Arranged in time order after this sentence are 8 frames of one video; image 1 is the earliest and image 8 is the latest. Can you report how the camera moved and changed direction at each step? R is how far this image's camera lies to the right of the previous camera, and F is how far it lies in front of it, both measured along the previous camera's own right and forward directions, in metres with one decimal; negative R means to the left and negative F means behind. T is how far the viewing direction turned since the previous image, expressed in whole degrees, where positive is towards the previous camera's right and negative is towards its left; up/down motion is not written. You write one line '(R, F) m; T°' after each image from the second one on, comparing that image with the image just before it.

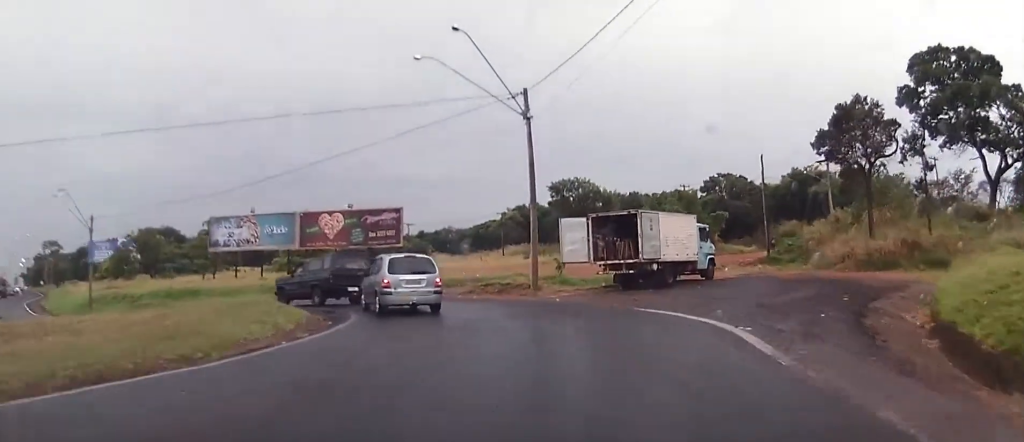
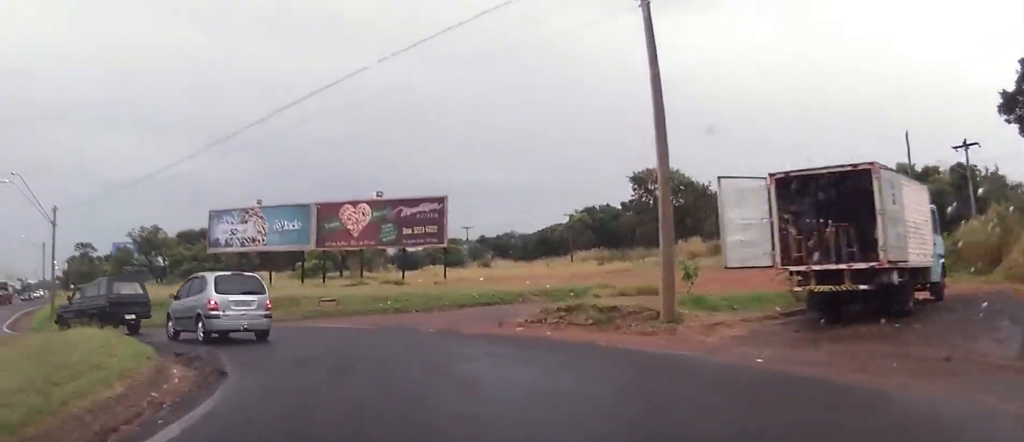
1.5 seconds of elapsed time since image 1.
(-0.5, +12.1) m; -8°
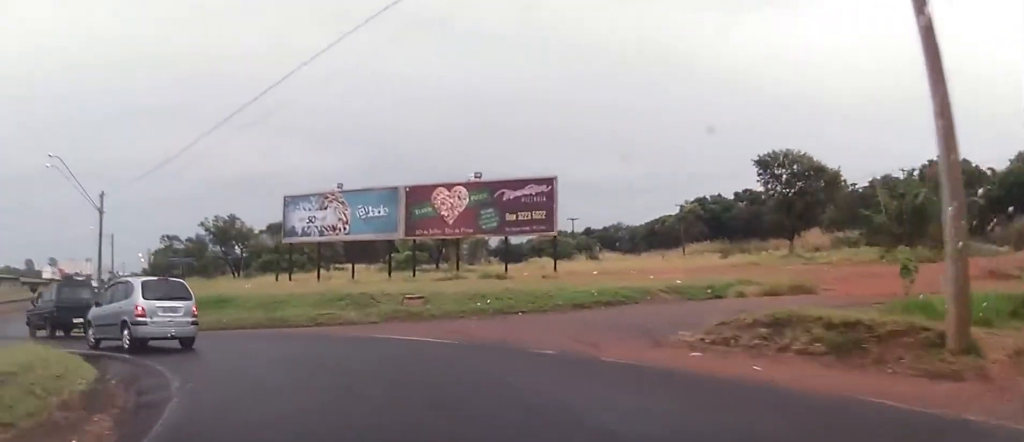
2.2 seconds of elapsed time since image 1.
(-0.2, +5.6) m; -7°
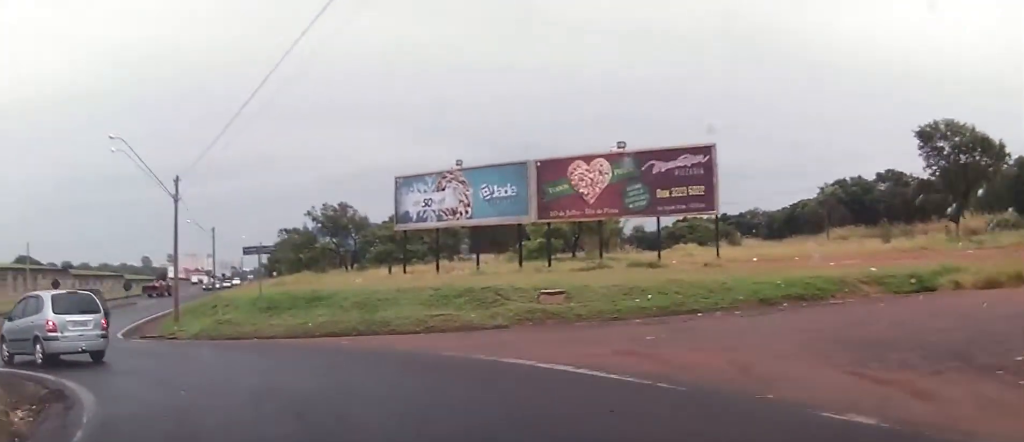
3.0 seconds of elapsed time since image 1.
(-0.1, +5.6) m; -12°
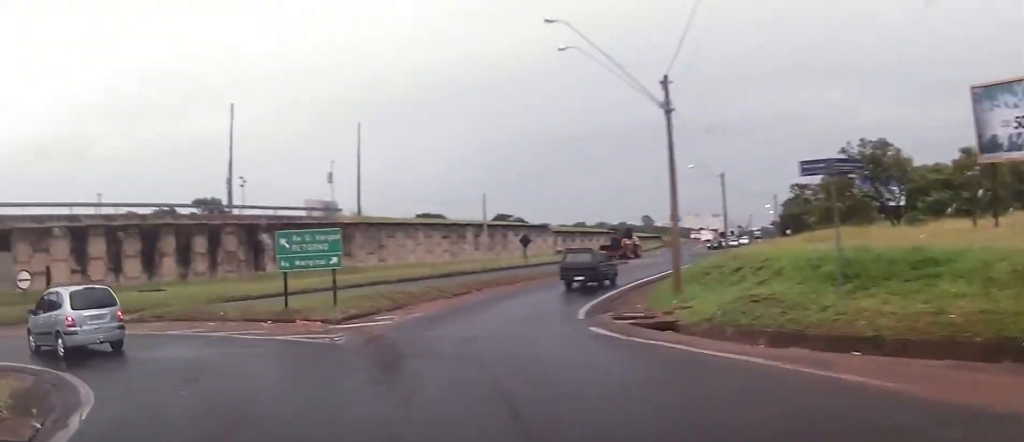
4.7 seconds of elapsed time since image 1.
(-4.1, +10.8) m; -44°
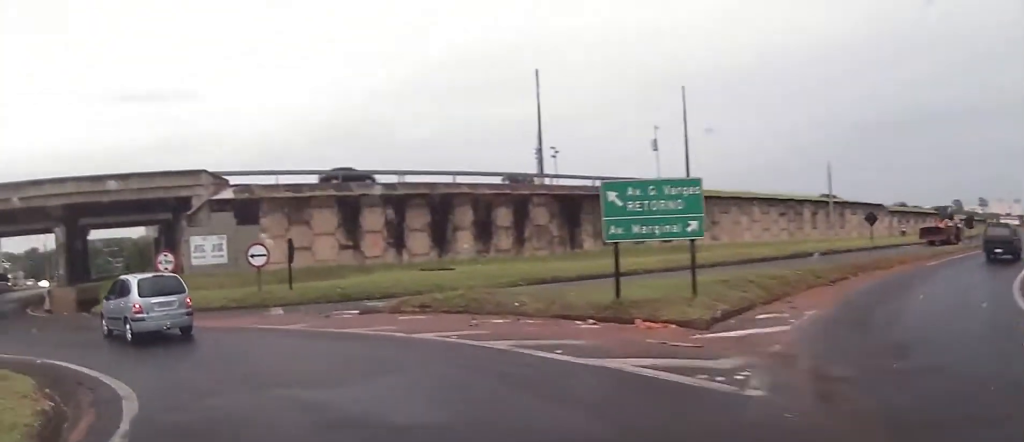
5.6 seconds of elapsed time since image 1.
(-1.7, +6.8) m; -26°
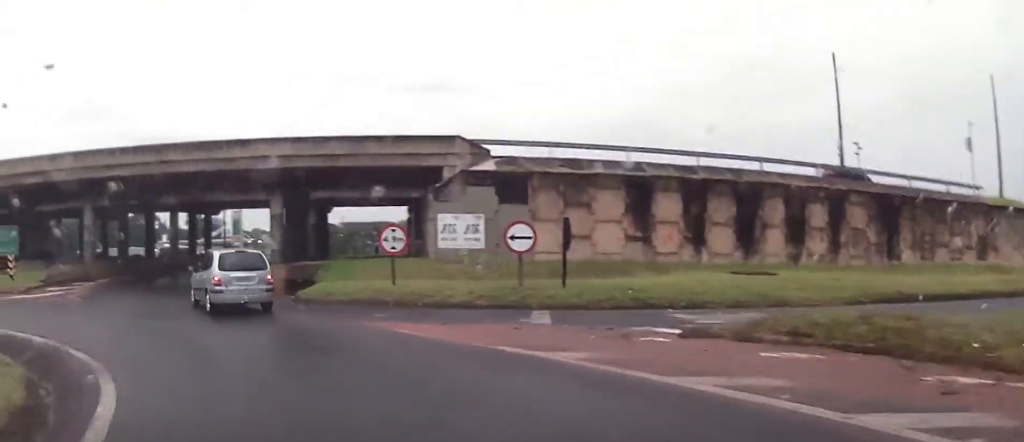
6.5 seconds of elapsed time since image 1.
(-1.5, +6.5) m; -23°
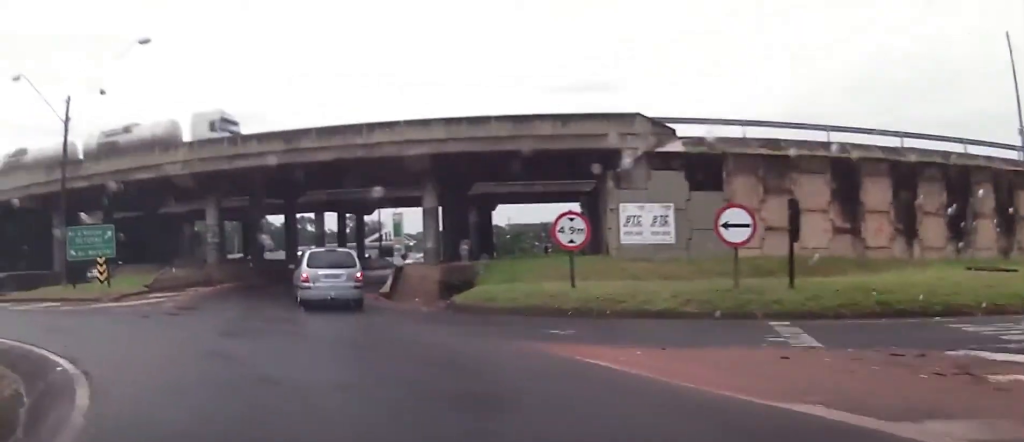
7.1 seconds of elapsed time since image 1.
(-0.6, +4.1) m; -11°
